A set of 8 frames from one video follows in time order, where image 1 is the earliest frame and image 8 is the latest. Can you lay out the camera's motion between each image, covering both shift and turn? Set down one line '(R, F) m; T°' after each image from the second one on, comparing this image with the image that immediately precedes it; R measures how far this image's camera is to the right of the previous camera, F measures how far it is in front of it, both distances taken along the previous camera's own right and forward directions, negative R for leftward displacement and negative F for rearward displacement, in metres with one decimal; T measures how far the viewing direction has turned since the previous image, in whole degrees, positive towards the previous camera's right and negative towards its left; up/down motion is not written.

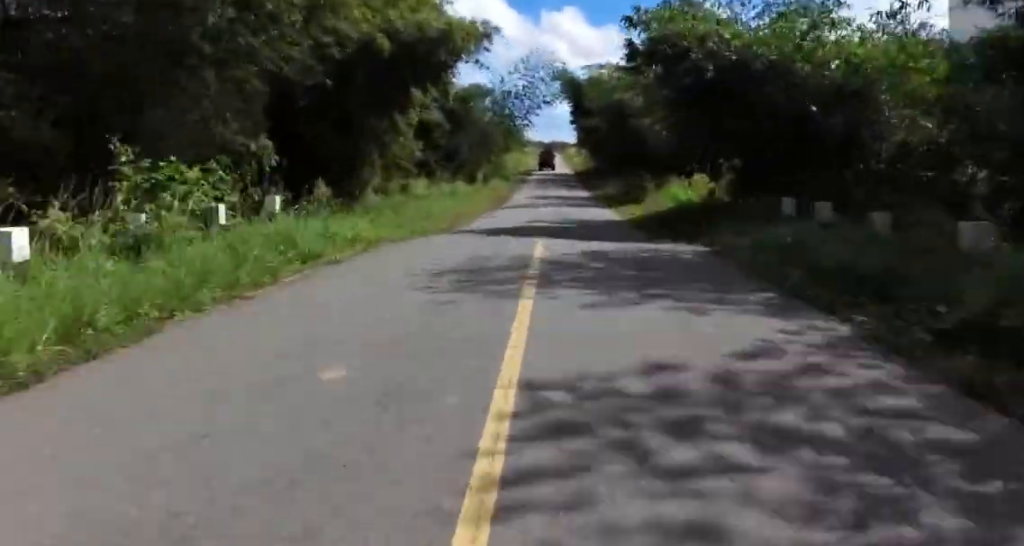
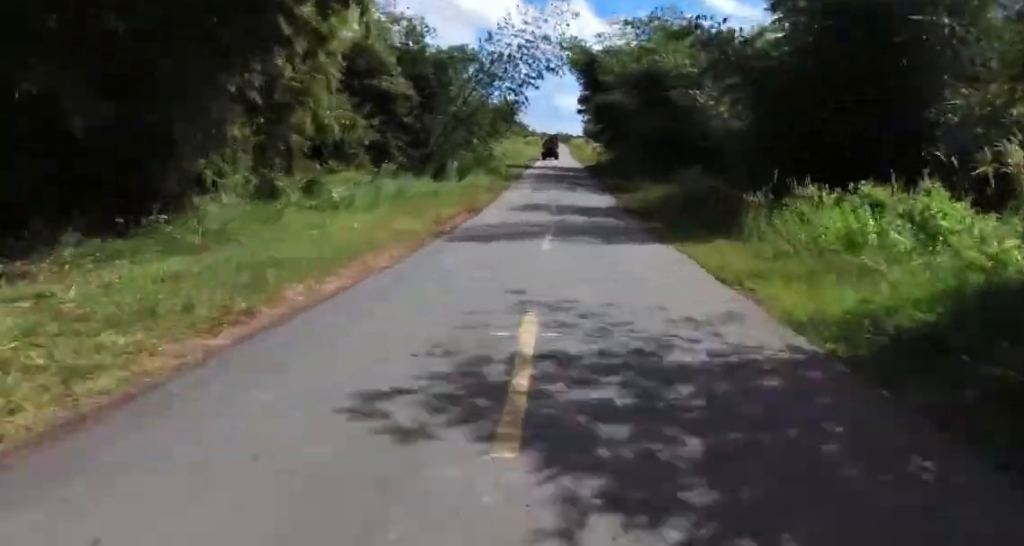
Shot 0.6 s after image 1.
(-0.1, +14.1) m; 0°
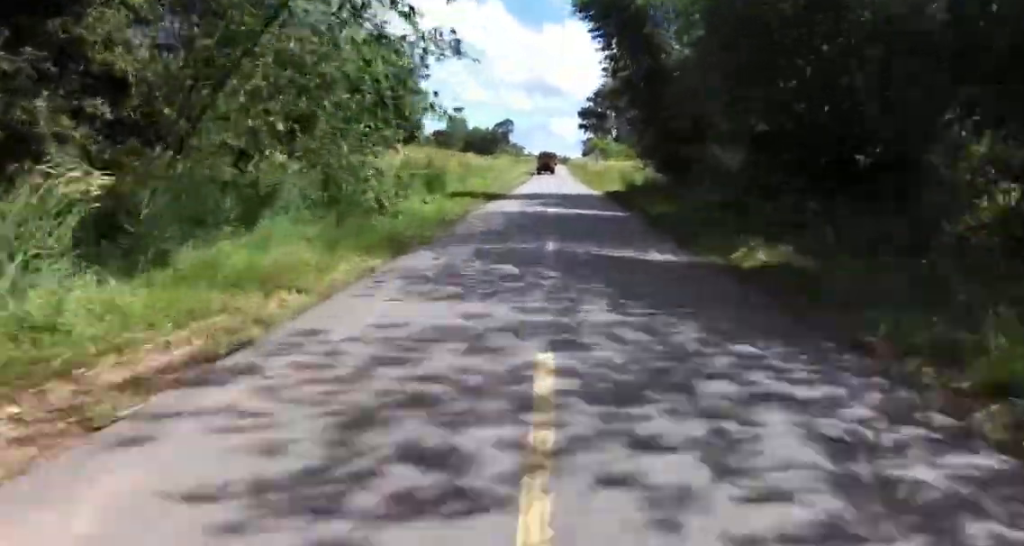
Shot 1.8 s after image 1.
(-0.1, +26.0) m; 0°
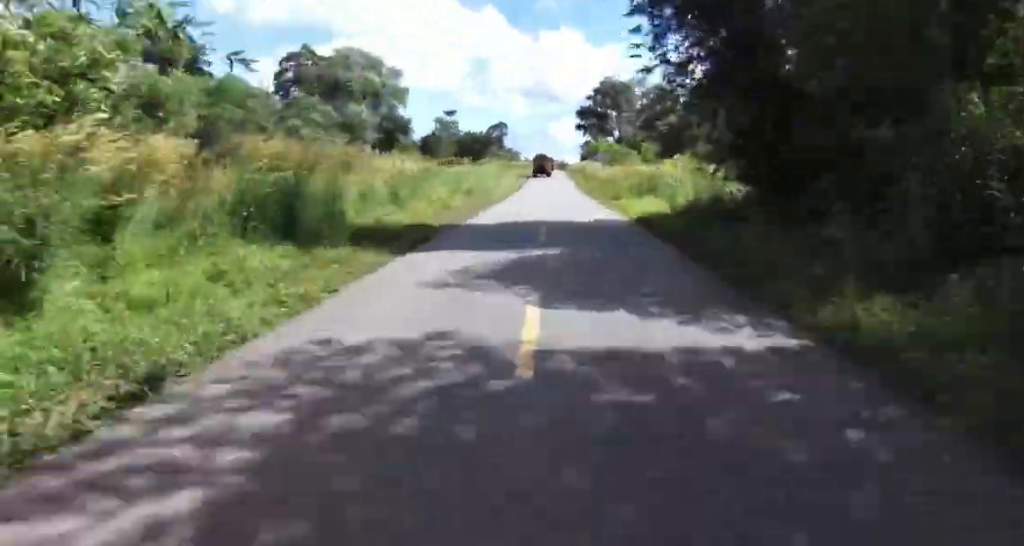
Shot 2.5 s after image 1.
(0.0, +14.7) m; 0°
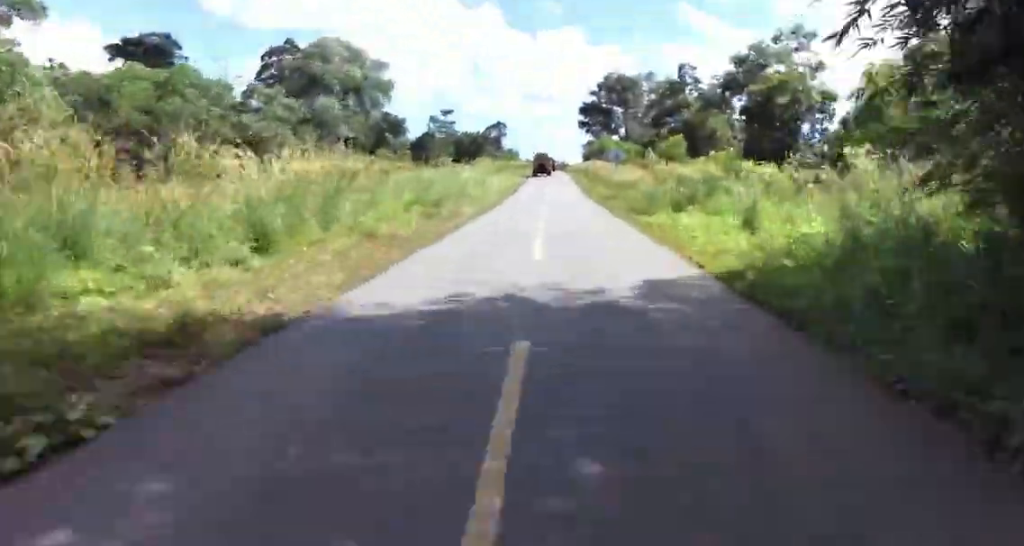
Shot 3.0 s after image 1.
(0.0, +10.2) m; 0°
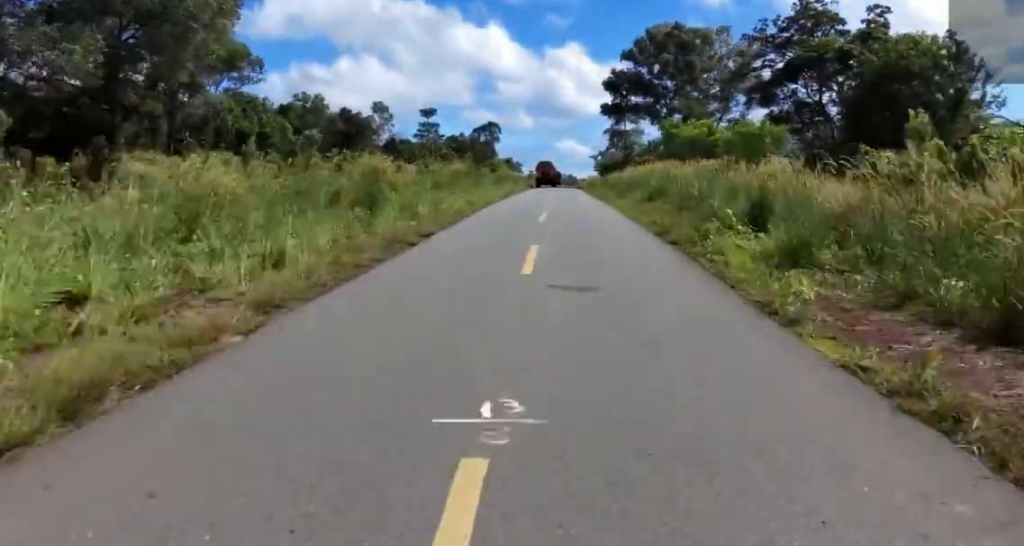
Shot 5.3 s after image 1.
(+0.1, +50.9) m; +1°
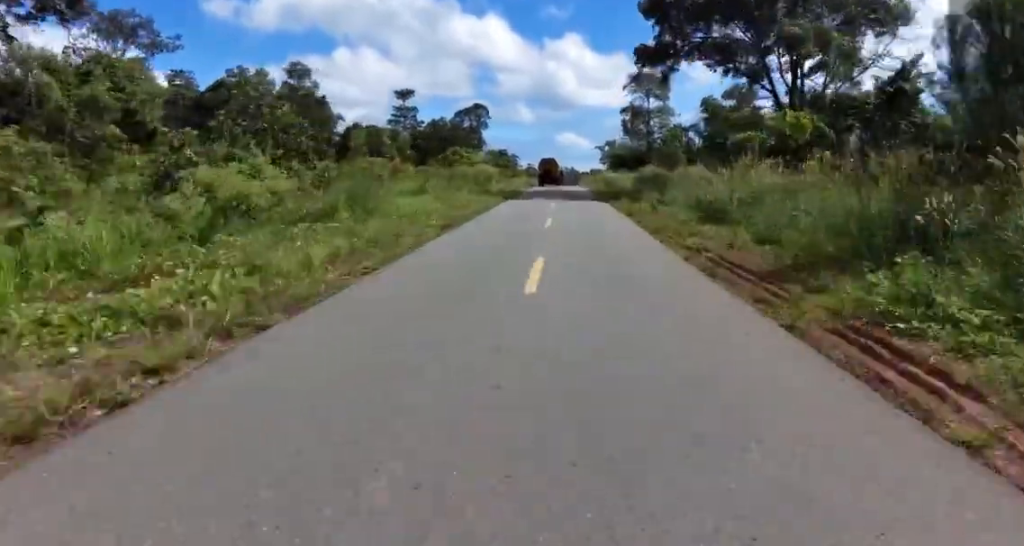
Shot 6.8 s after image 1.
(+0.1, +33.5) m; 0°
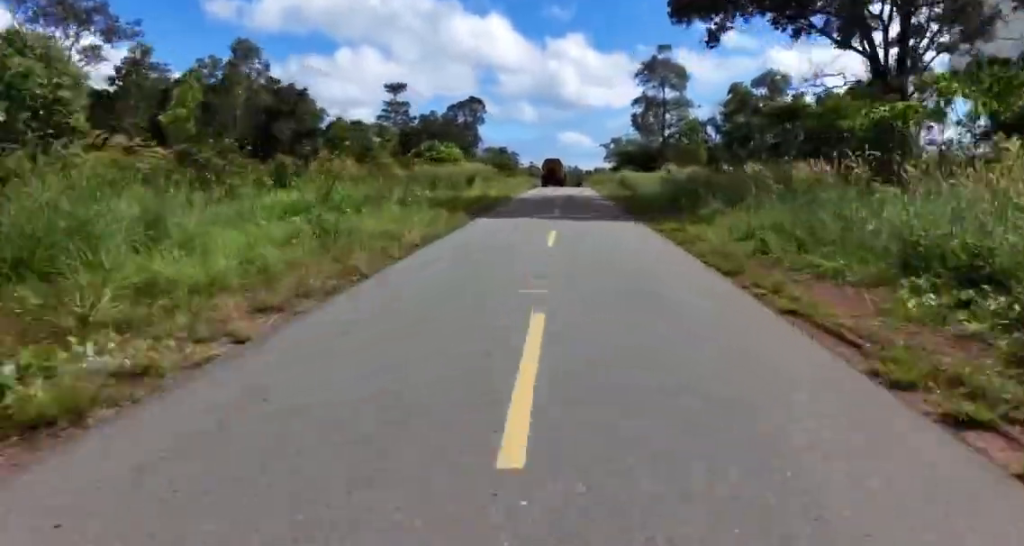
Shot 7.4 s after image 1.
(0.0, +13.5) m; 0°
